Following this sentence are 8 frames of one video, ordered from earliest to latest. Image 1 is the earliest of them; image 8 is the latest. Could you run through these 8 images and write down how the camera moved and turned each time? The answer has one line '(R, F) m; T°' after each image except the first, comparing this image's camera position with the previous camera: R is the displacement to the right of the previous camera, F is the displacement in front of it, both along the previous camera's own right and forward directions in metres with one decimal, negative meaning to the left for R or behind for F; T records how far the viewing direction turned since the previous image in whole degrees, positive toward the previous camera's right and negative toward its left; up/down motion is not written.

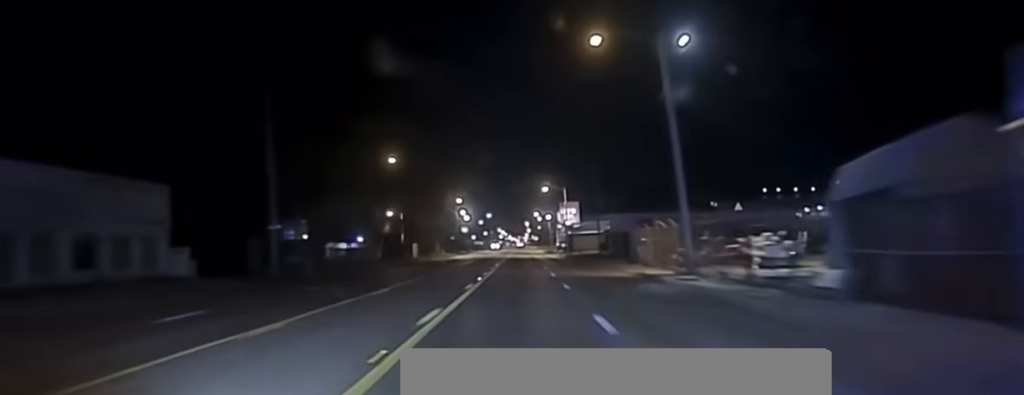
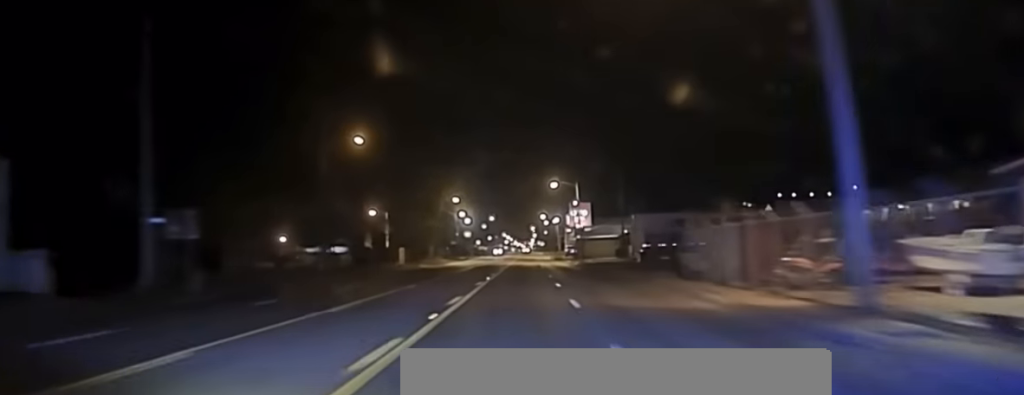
(0.0, +18.3) m; 0°
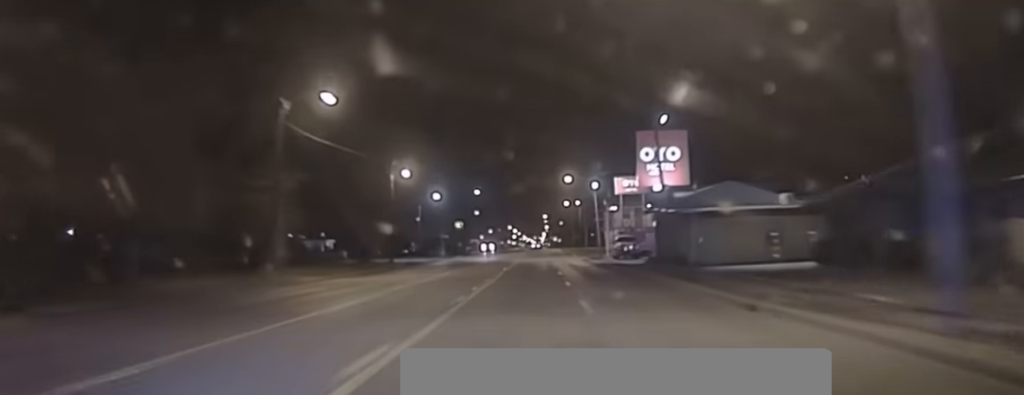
(-0.3, +89.6) m; 0°
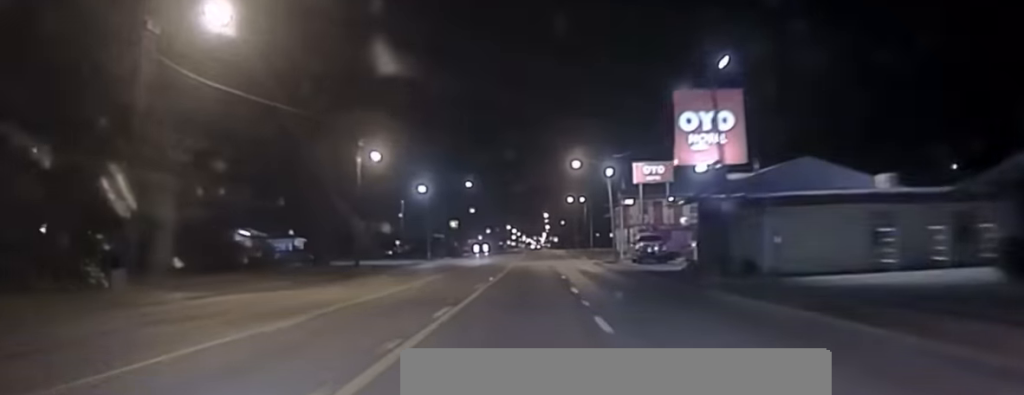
(-0.2, +18.0) m; 0°
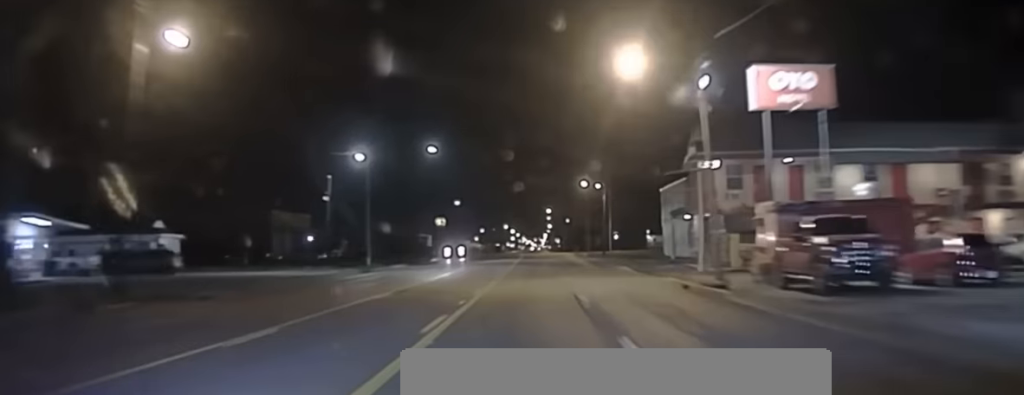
(-0.1, +42.3) m; 0°
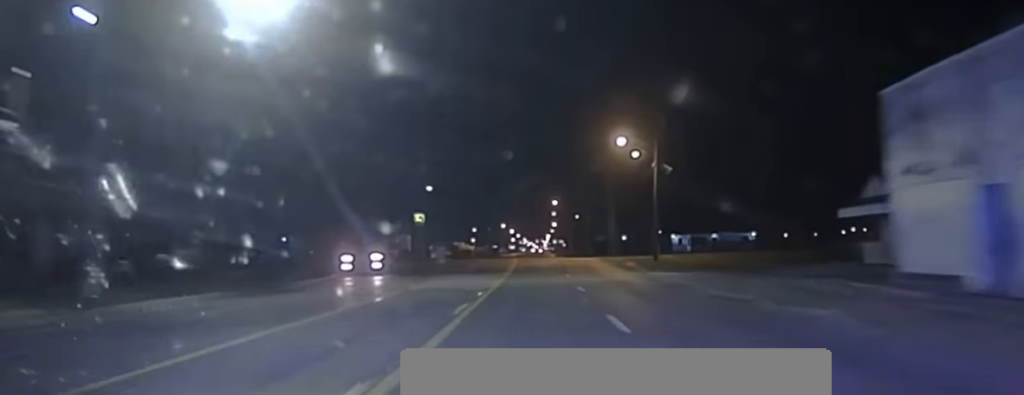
(+0.4, +48.3) m; 0°
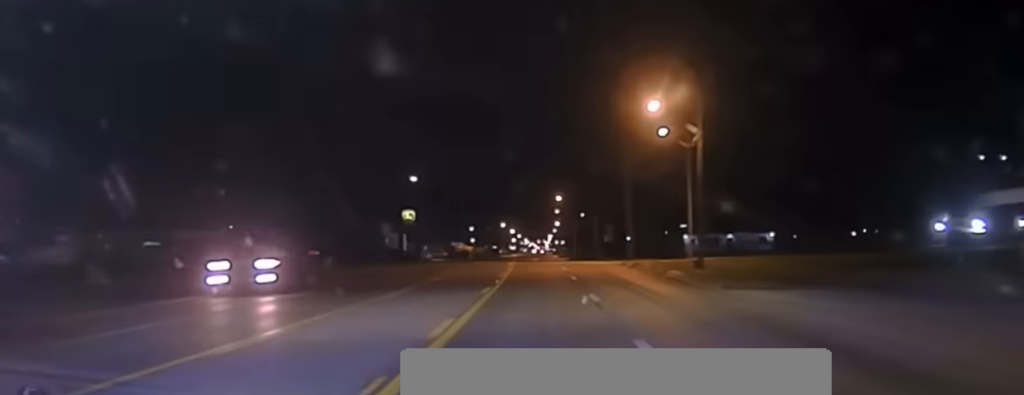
(-0.2, +18.0) m; 0°
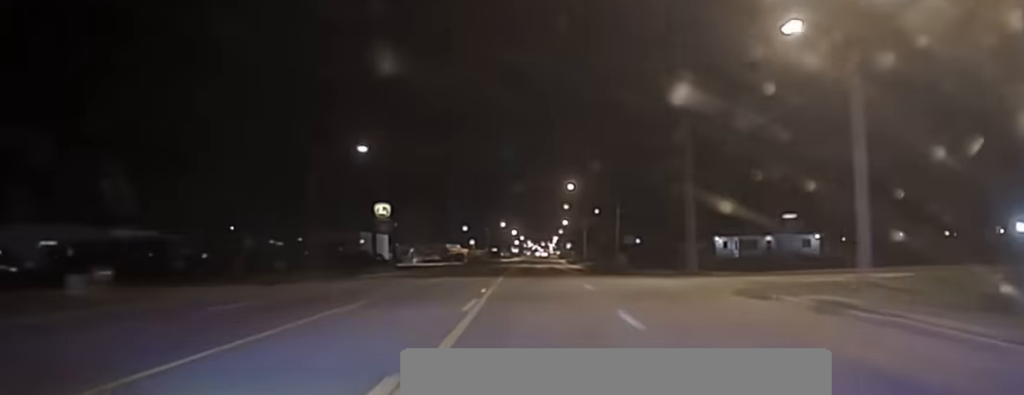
(-0.2, +33.7) m; 0°
